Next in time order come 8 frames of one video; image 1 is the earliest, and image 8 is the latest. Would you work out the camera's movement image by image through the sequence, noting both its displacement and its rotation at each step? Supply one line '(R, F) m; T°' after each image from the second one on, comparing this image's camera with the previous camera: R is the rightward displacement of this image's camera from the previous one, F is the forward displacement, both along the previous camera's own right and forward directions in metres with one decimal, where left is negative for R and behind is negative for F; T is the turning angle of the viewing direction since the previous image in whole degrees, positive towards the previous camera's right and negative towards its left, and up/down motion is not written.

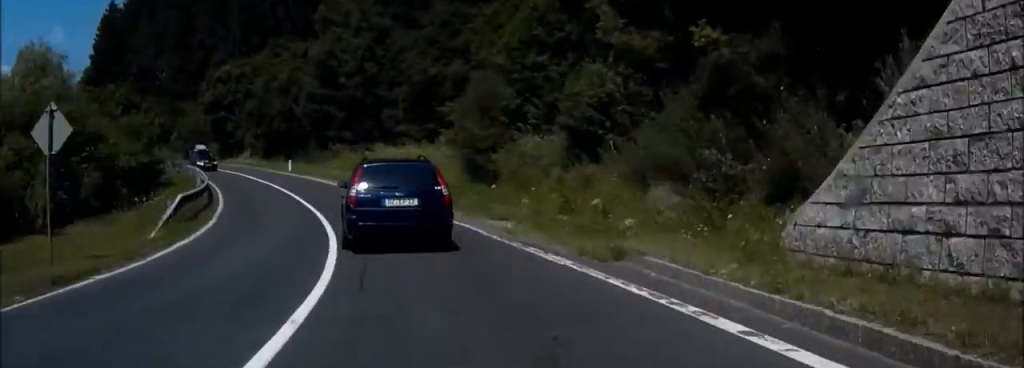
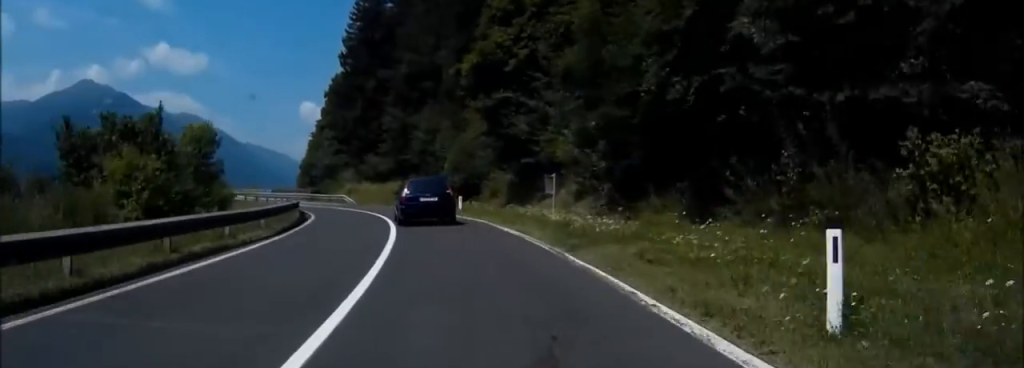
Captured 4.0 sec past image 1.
(-7.8, +45.6) m; -21°
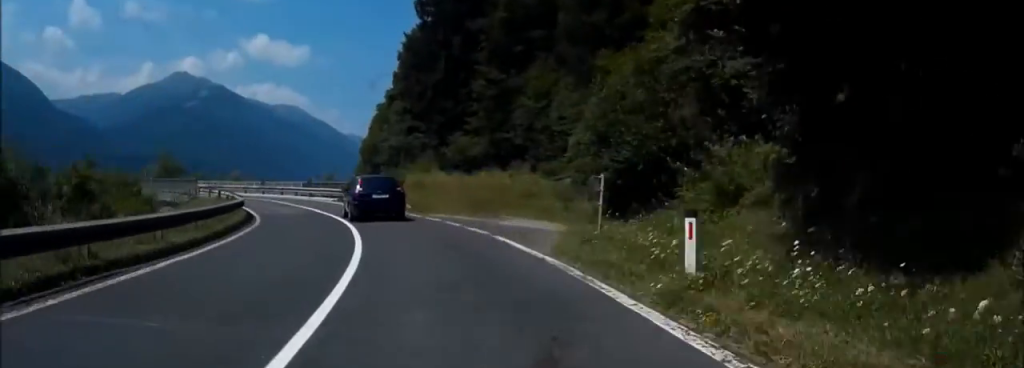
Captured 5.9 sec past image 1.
(-2.7, +24.6) m; -13°
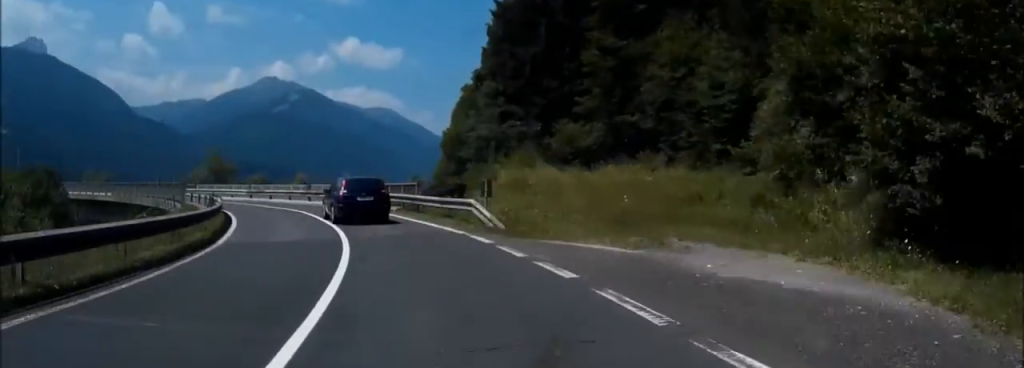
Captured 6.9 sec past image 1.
(+0.3, +13.2) m; -7°
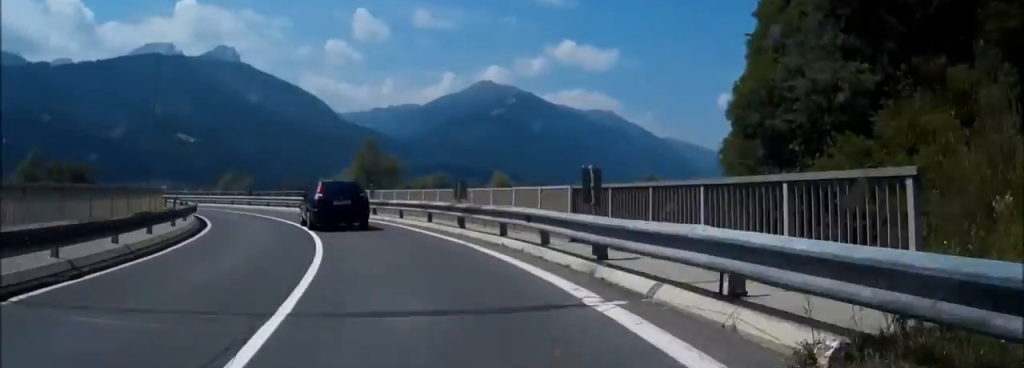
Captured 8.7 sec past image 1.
(-3.3, +24.1) m; -17°
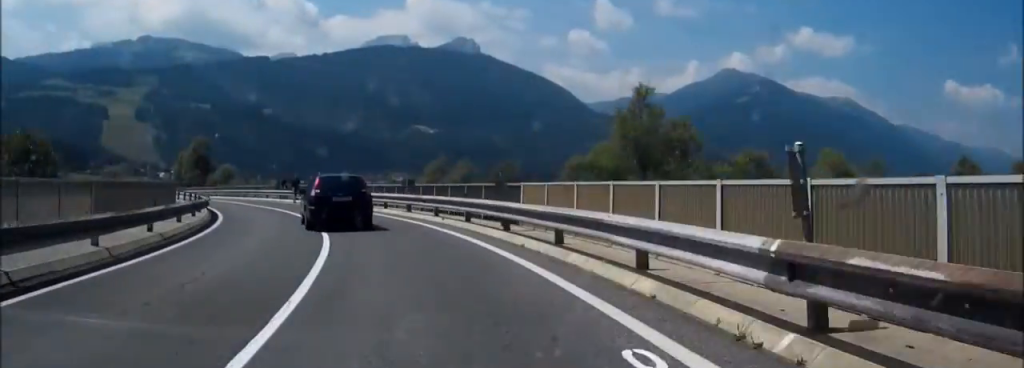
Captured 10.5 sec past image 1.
(-4.3, +24.3) m; -18°
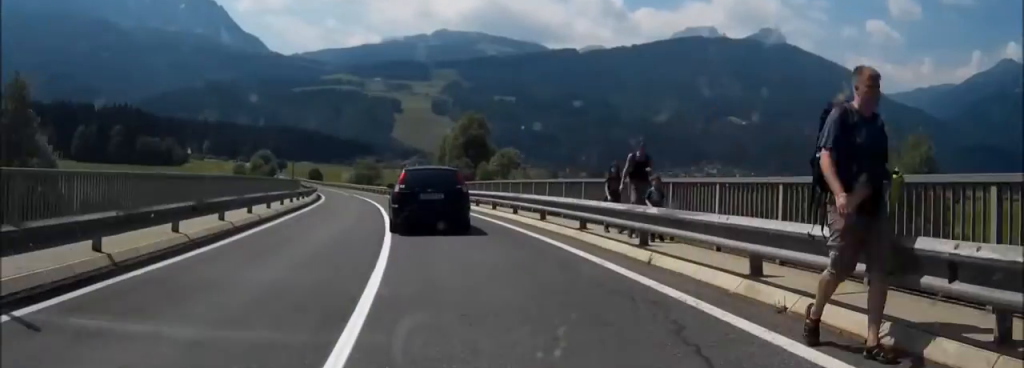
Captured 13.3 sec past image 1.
(-8.4, +36.9) m; -22°
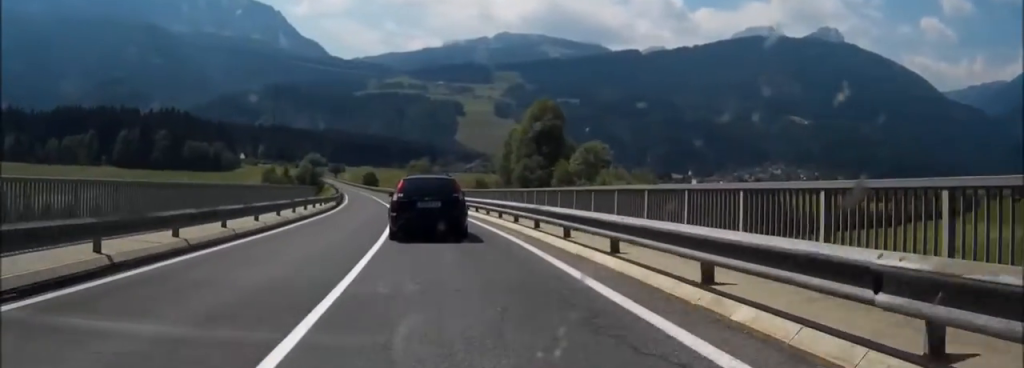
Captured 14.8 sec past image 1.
(-1.6, +20.0) m; -6°
